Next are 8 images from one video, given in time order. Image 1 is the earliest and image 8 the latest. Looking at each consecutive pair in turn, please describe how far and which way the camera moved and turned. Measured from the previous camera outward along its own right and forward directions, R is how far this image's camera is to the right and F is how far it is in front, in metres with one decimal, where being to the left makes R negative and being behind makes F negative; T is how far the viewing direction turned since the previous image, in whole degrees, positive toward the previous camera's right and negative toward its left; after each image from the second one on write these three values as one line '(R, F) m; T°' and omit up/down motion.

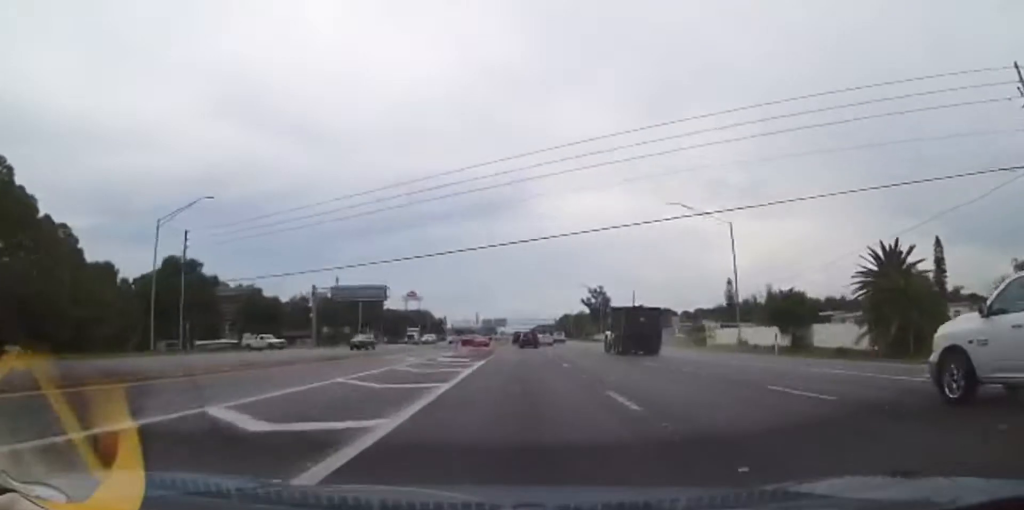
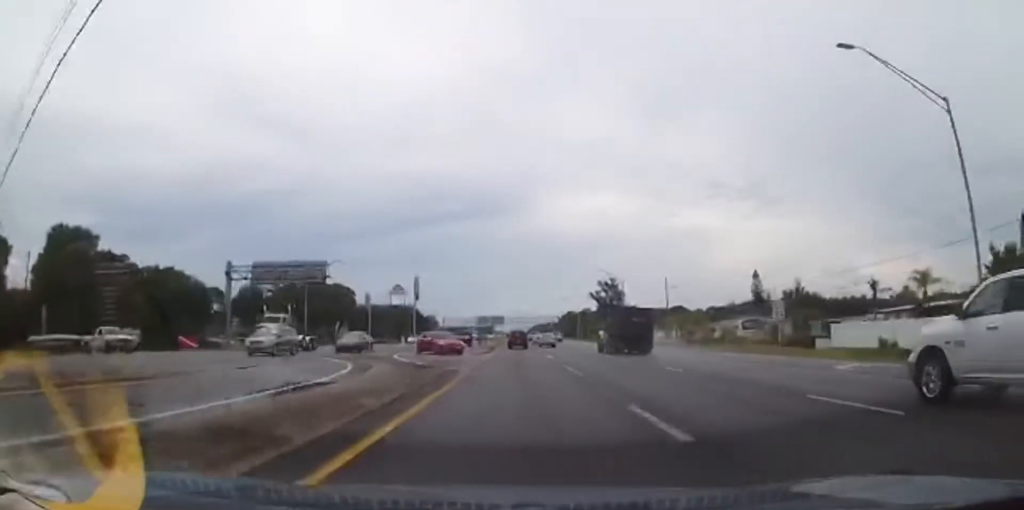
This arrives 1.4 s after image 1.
(+0.1, +27.1) m; 0°
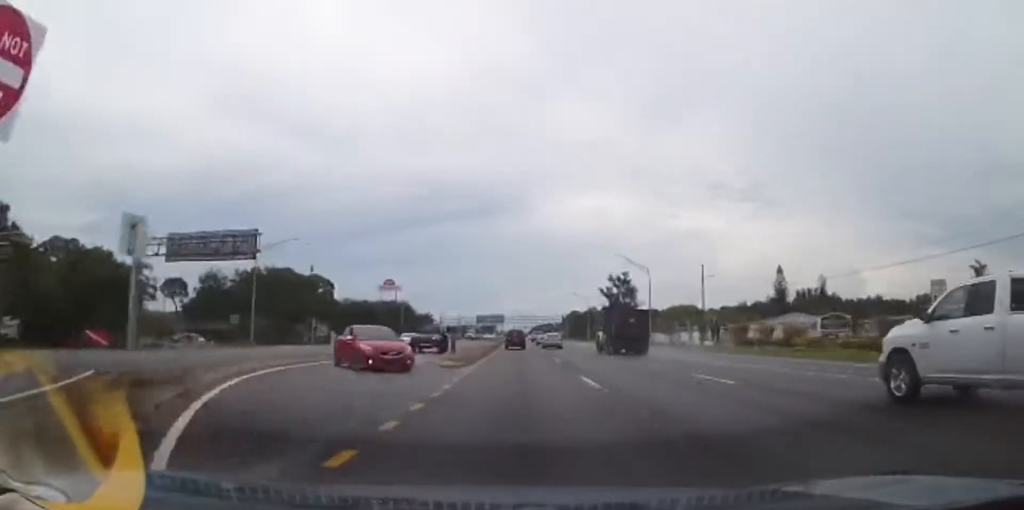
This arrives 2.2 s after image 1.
(0.0, +16.6) m; 0°
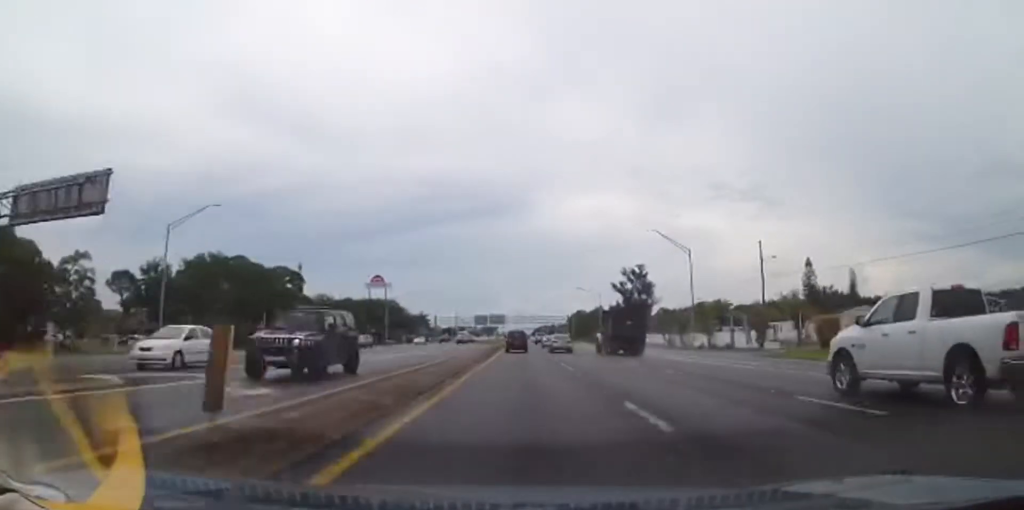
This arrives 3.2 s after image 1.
(-0.1, +18.5) m; 0°
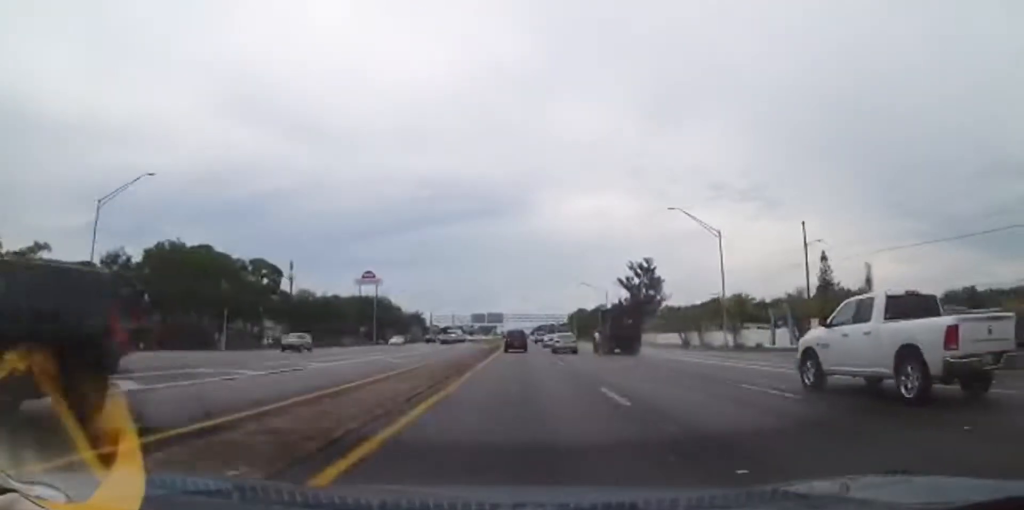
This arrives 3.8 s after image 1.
(0.0, +9.6) m; 0°
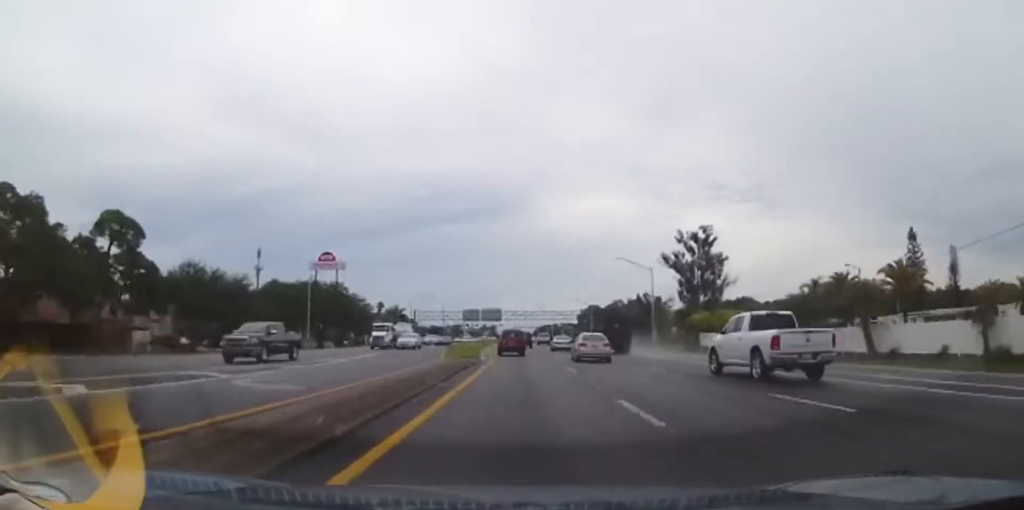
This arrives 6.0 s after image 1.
(+0.2, +38.2) m; +1°
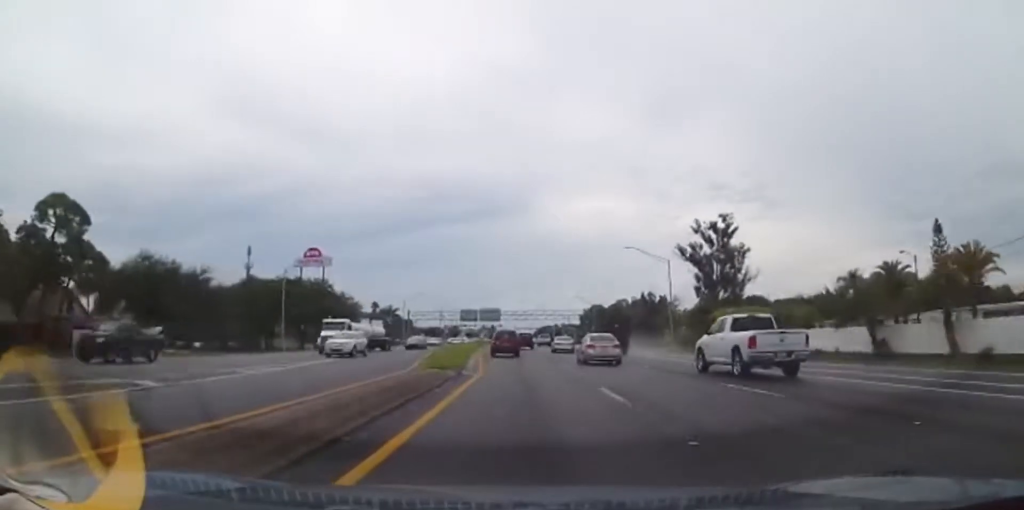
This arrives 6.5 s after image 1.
(+0.1, +8.9) m; 0°
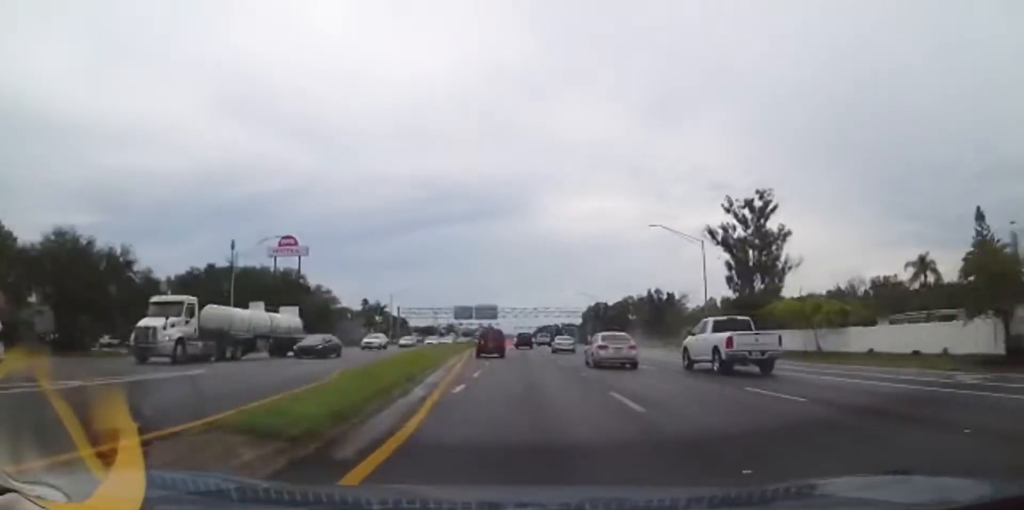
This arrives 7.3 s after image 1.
(-0.2, +13.1) m; 0°
